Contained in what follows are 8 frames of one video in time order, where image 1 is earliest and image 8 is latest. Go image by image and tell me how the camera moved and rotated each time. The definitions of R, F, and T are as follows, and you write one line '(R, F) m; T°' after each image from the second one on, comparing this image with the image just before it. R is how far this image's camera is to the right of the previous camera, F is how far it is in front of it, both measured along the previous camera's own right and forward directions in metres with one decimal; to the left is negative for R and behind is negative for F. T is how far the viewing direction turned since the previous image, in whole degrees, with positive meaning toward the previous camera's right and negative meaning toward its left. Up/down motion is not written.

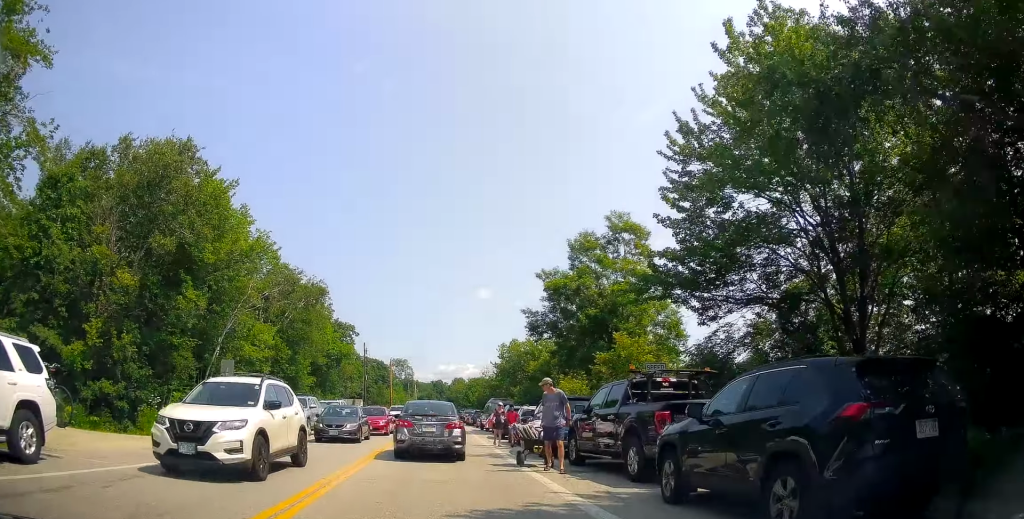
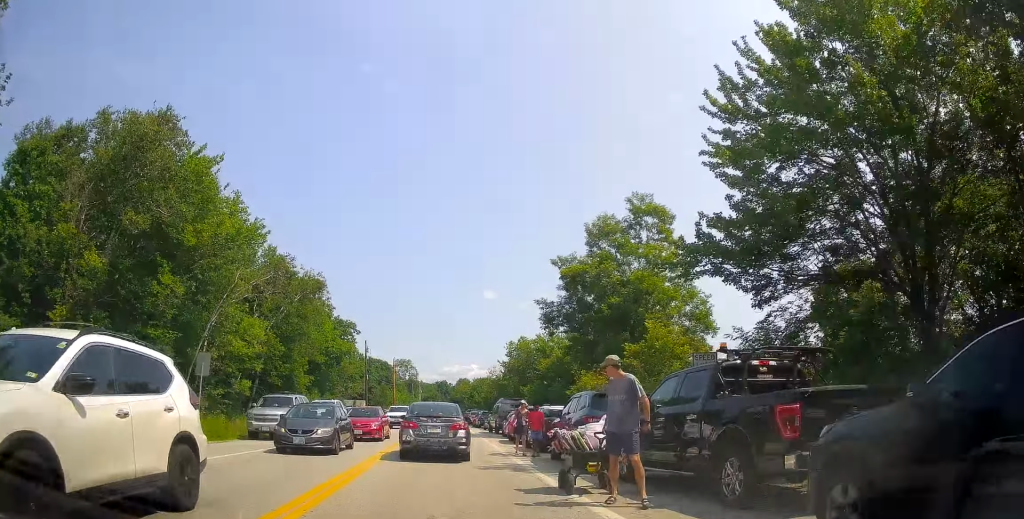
(-0.1, +3.3) m; -1°
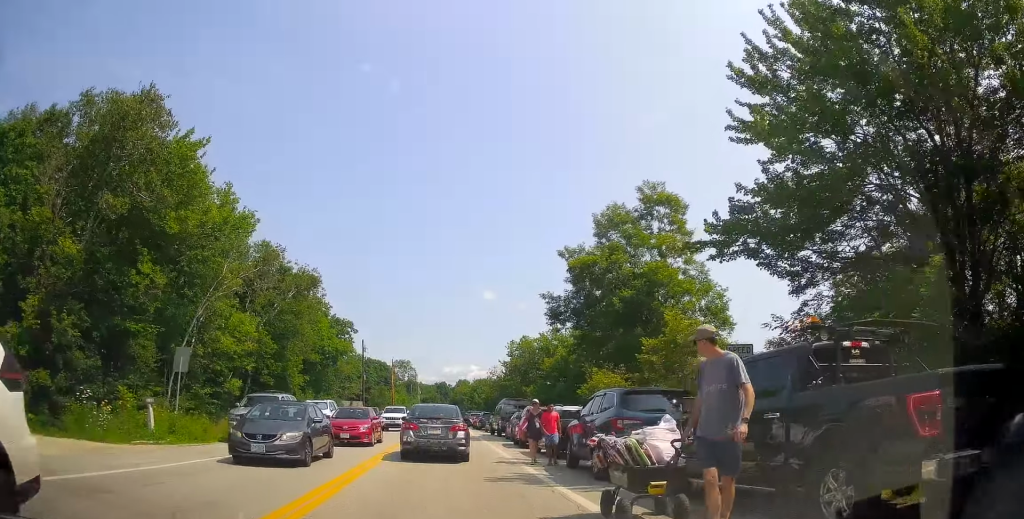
(0.0, +1.9) m; +2°
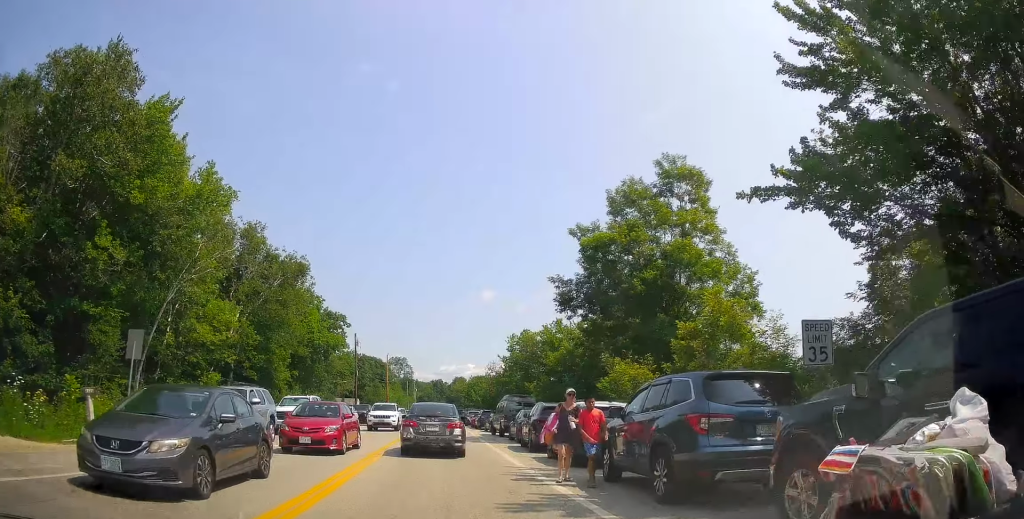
(+0.1, +3.2) m; 0°
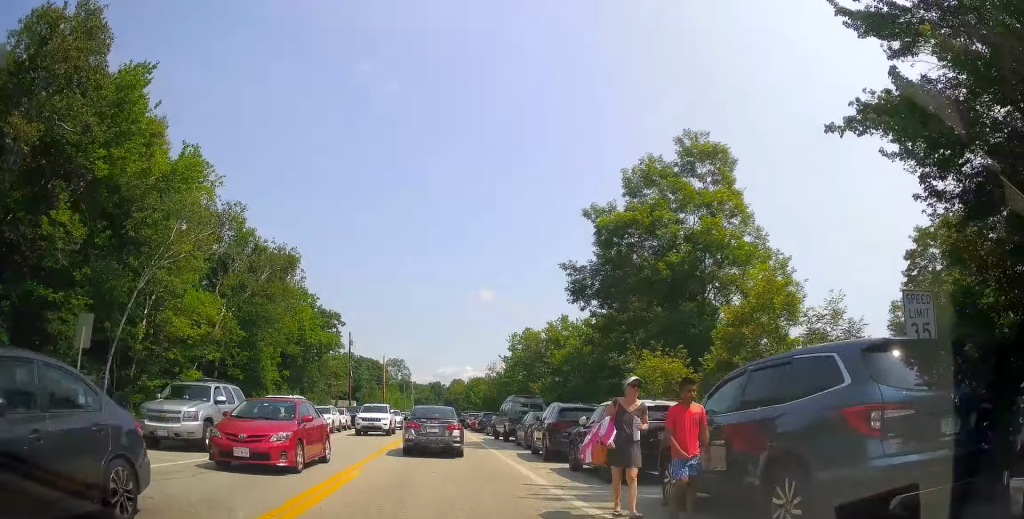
(+0.2, +2.9) m; -3°
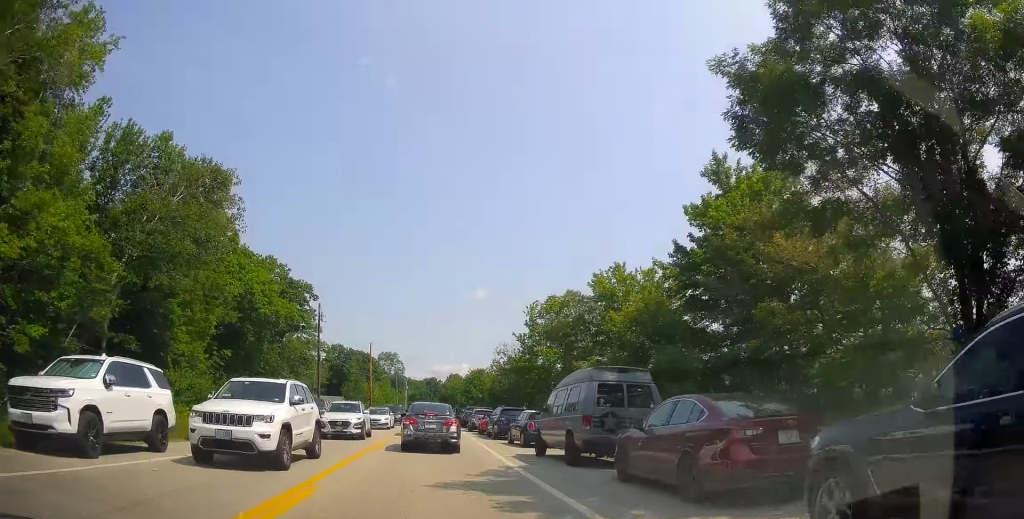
(+0.5, +14.5) m; +5°
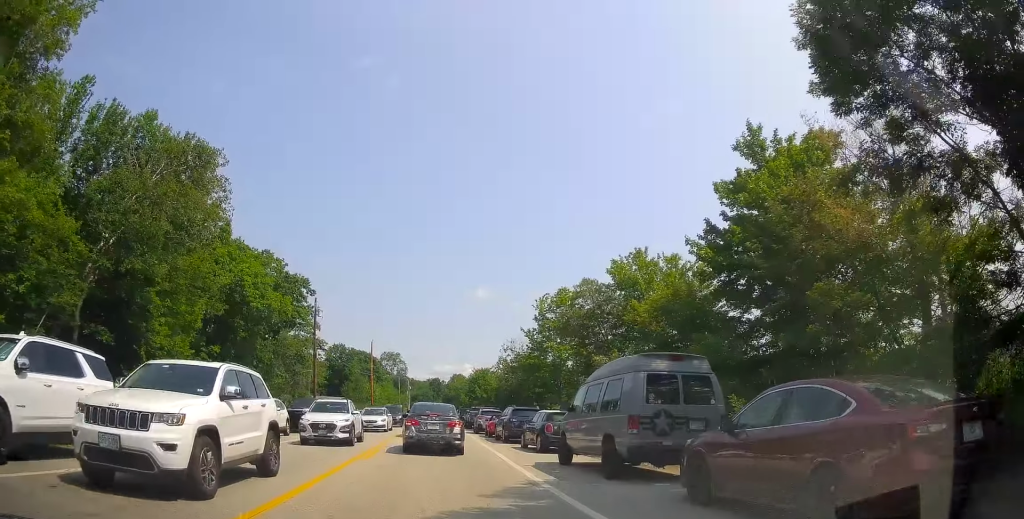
(0.0, +2.7) m; 0°
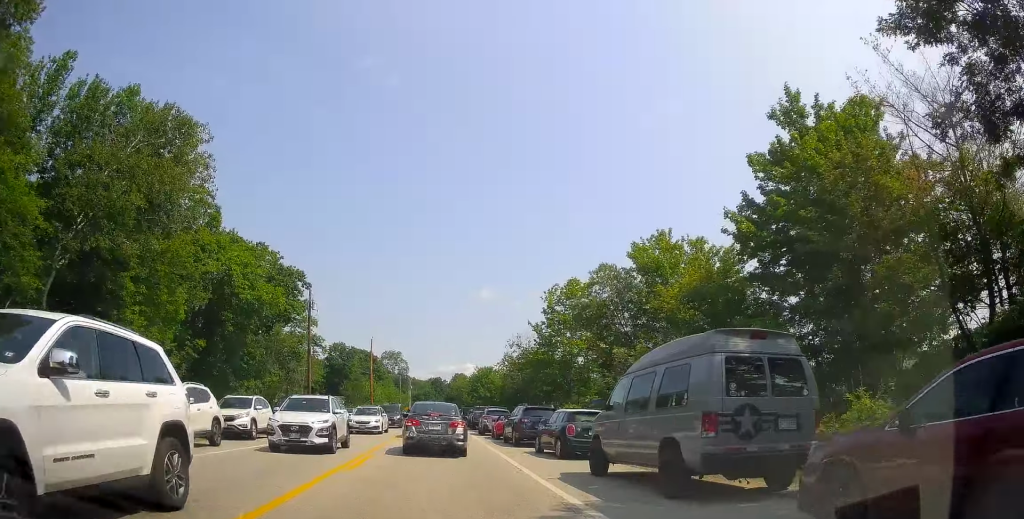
(+0.2, +2.7) m; +1°
